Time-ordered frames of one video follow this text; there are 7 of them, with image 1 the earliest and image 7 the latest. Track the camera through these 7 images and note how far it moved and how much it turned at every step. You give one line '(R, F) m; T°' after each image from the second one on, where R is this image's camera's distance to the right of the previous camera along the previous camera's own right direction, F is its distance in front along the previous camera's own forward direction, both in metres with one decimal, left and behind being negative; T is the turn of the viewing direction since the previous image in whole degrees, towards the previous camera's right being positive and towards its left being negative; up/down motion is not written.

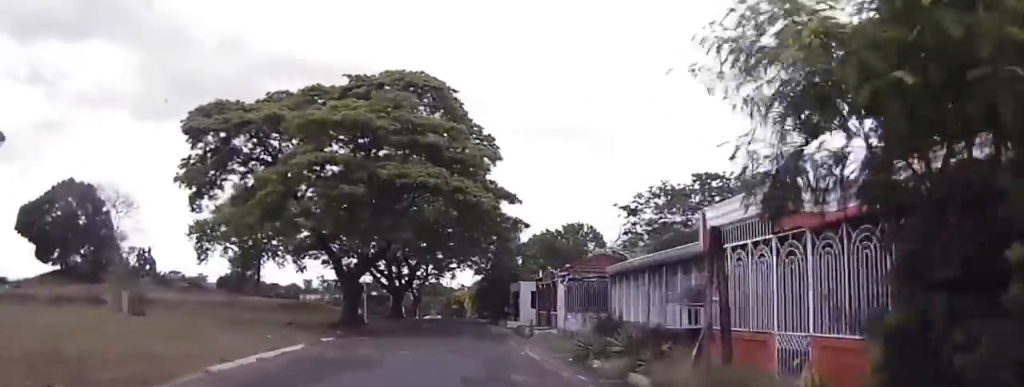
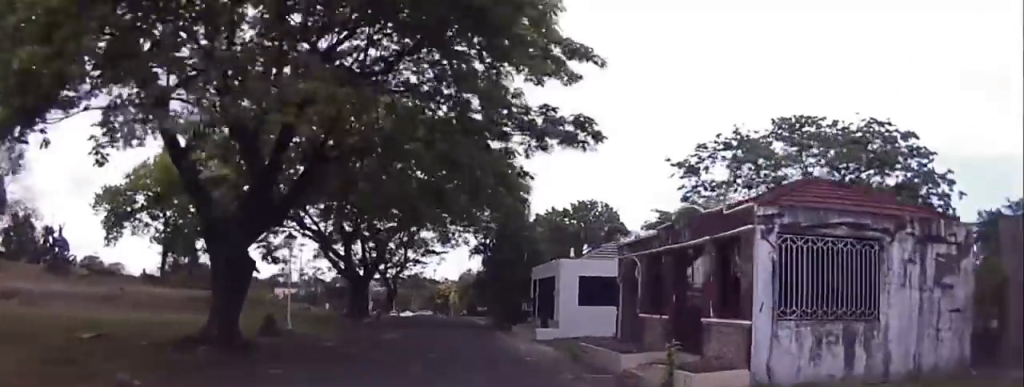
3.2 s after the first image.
(0.0, +18.8) m; -1°
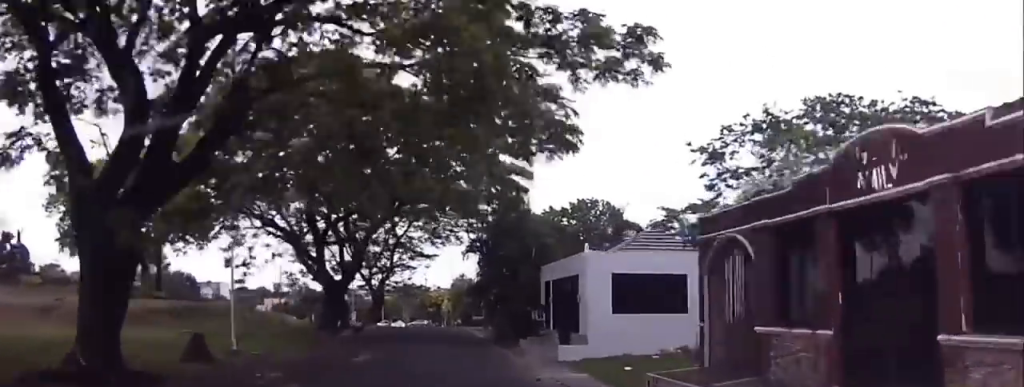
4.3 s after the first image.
(-0.1, +6.3) m; 0°
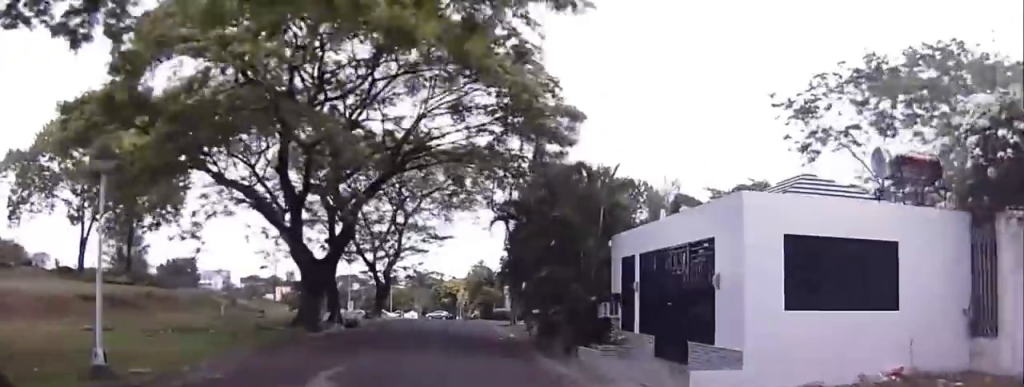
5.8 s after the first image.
(+0.1, +8.7) m; 0°
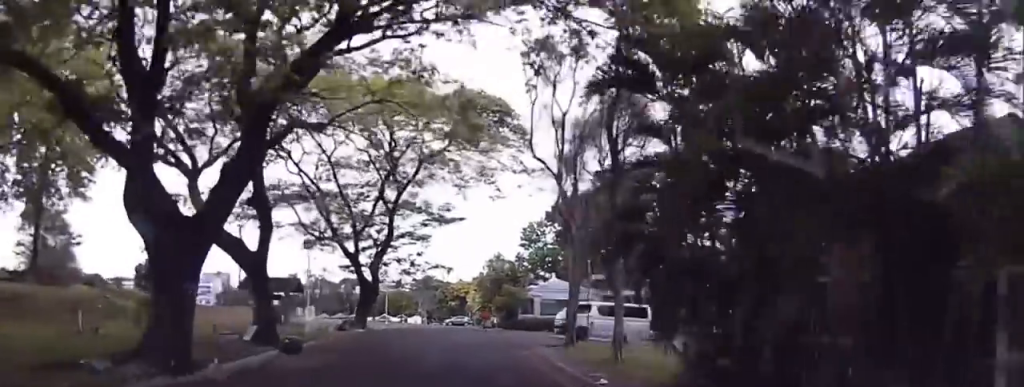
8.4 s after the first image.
(-0.1, +13.8) m; -1°
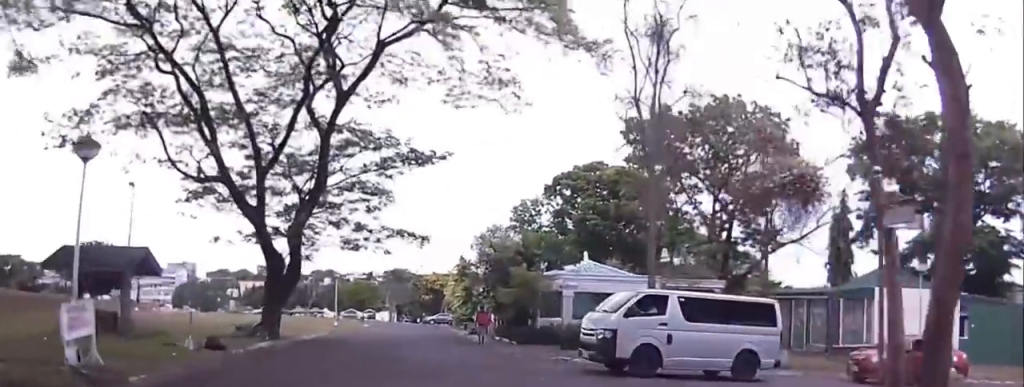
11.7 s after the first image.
(+0.2, +15.5) m; +6°
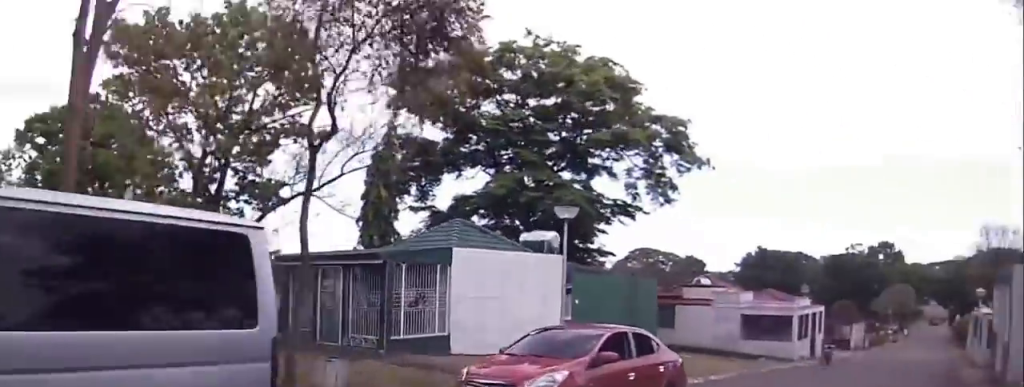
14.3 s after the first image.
(+1.1, +10.7) m; +35°
